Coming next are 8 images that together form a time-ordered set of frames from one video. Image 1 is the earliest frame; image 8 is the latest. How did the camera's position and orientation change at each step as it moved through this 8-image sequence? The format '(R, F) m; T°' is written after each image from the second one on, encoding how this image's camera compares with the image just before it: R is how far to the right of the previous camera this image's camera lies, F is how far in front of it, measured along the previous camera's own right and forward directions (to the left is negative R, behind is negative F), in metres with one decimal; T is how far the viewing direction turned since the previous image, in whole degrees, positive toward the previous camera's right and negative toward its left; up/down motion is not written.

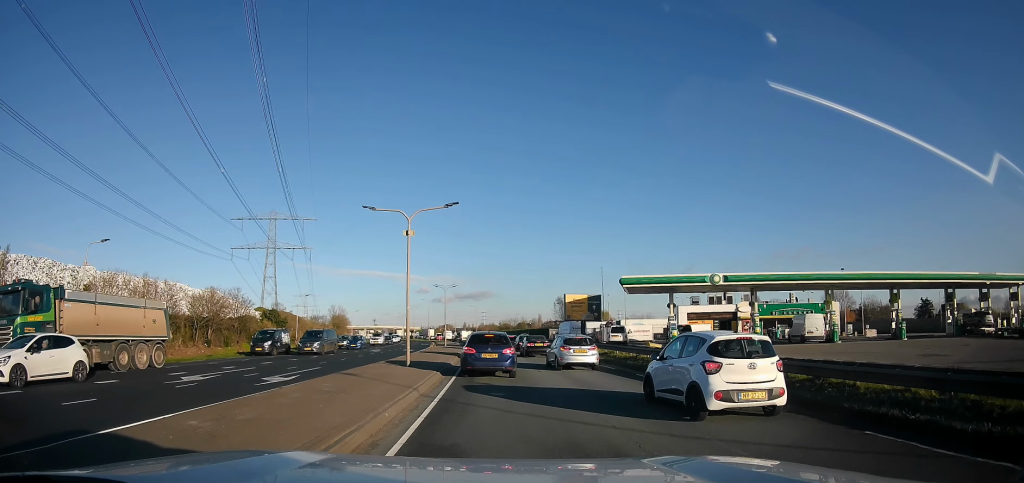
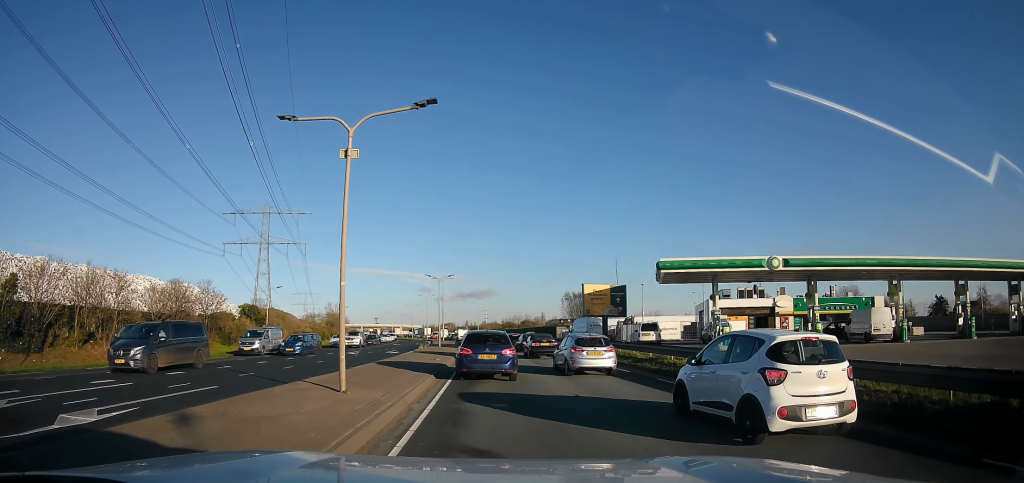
(+1.3, +8.7) m; +2°
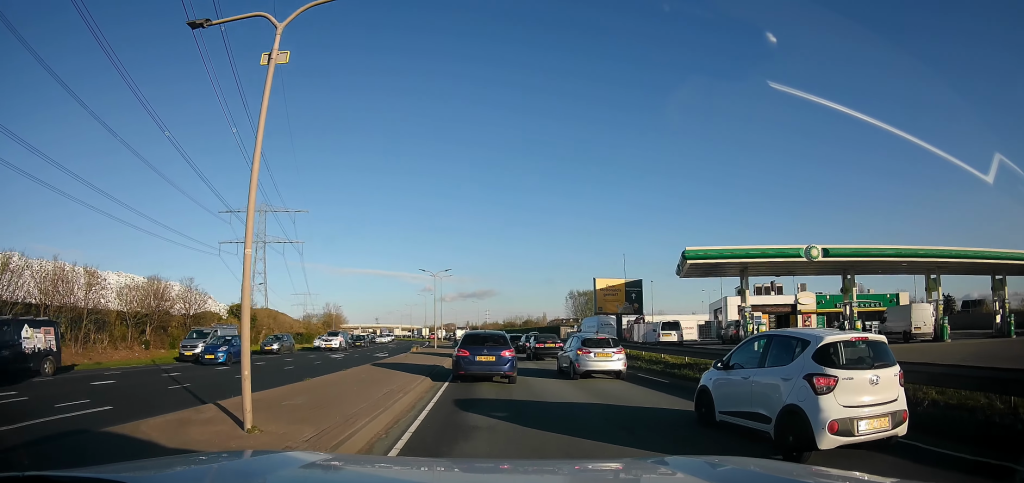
(-1.0, +4.3) m; 0°
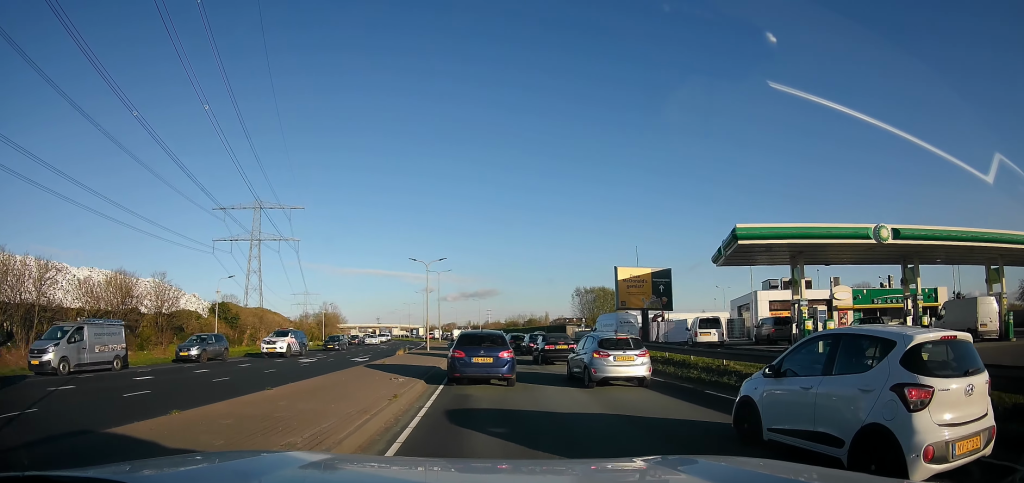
(+0.7, +6.0) m; -2°
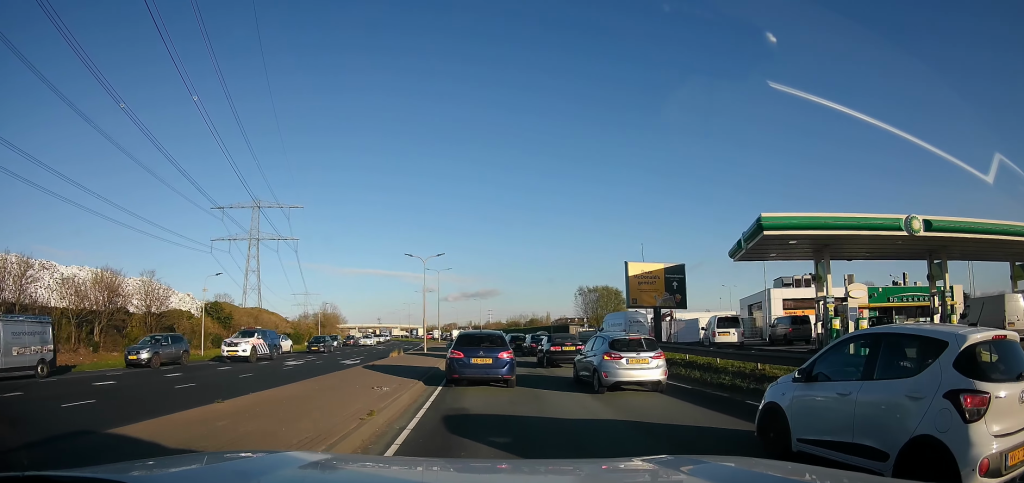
(-0.1, +2.1) m; -2°
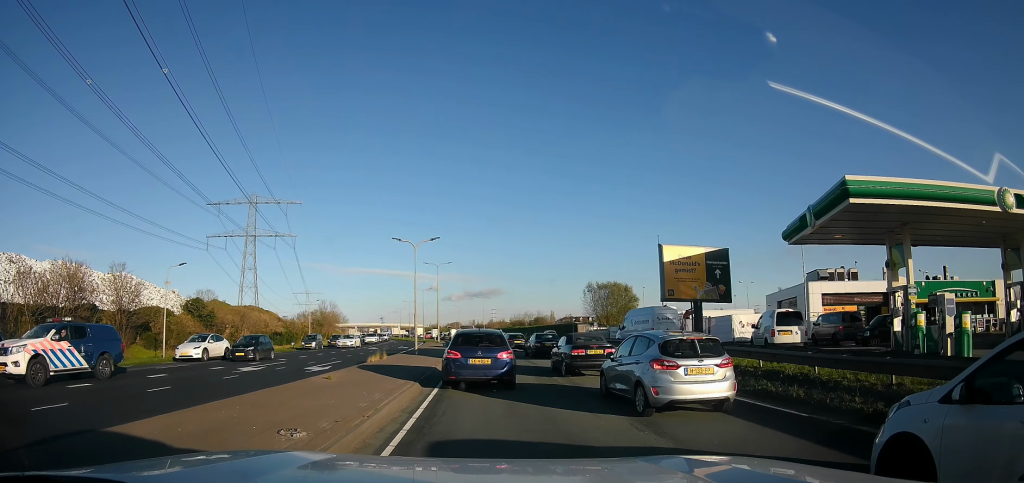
(-0.7, +5.2) m; -3°
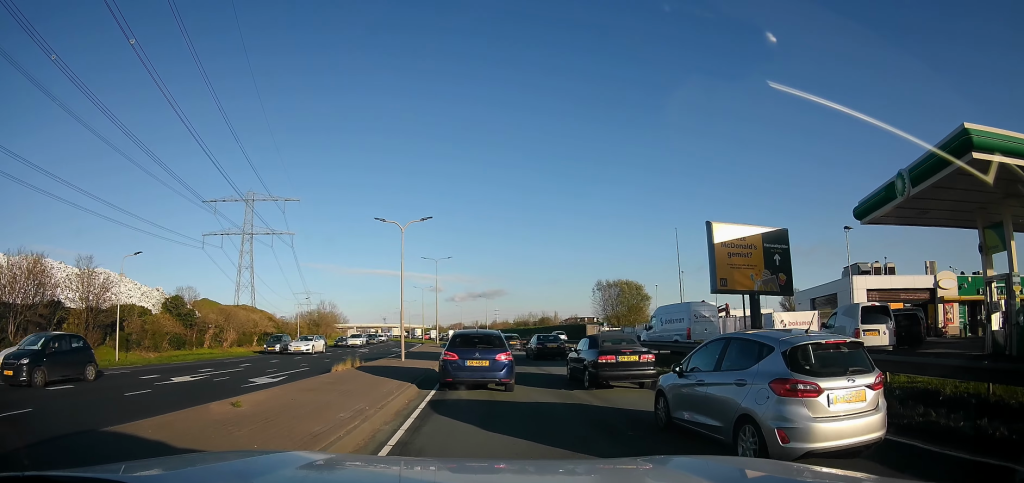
(0.0, +4.9) m; 0°
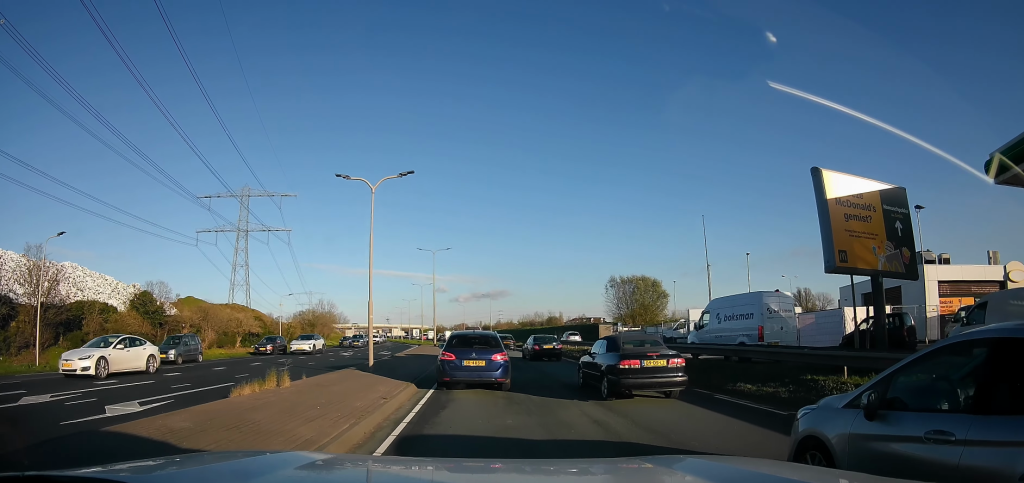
(+0.6, +6.3) m; 0°
